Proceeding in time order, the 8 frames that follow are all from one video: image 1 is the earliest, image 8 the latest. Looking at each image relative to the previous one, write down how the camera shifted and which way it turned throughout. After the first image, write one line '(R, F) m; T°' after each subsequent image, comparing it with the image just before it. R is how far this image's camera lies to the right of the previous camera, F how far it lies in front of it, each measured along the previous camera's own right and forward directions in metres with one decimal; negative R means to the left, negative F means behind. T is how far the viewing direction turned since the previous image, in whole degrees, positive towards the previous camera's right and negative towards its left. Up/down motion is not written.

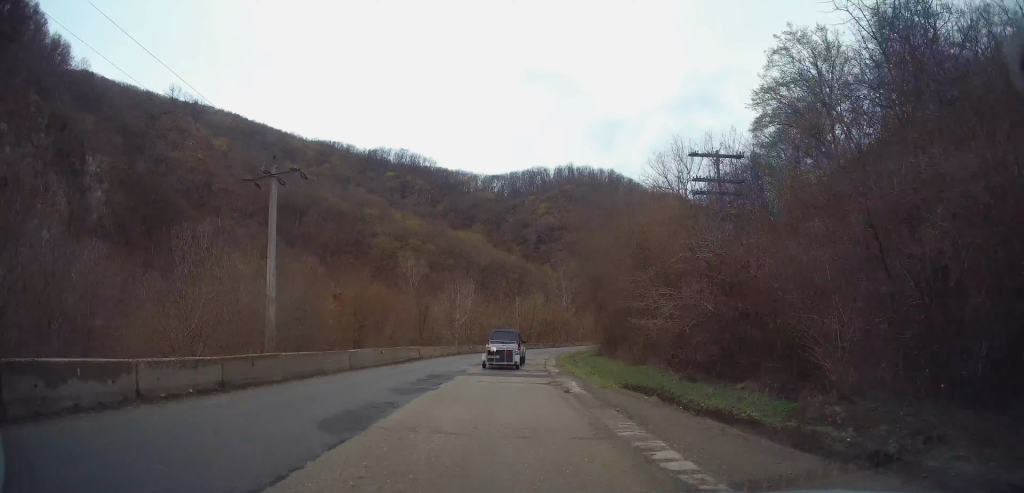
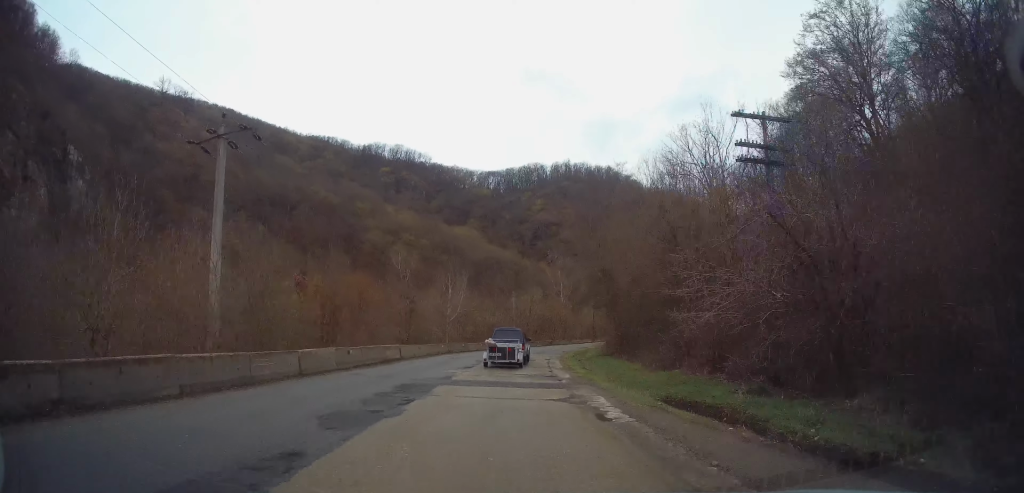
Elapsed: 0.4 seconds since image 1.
(+0.1, +4.6) m; +1°
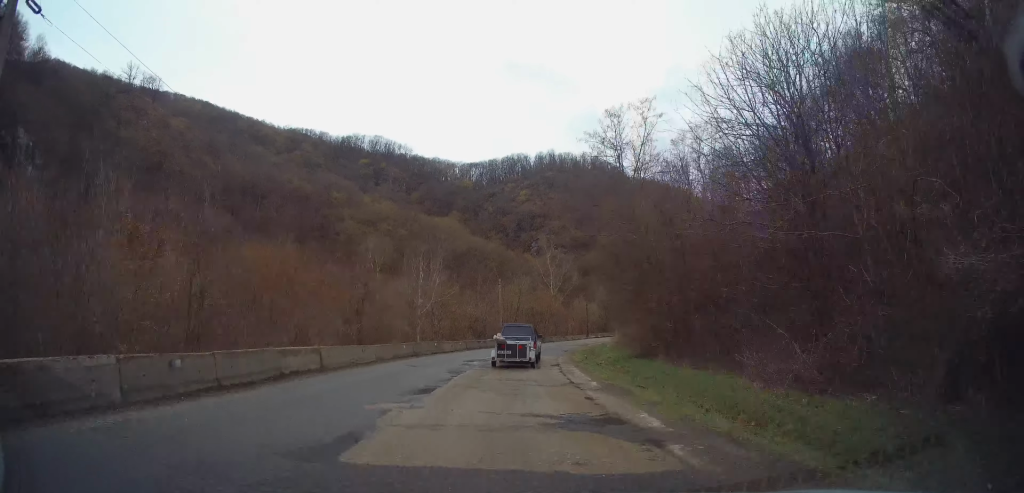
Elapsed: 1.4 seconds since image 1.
(0.0, +10.4) m; +1°
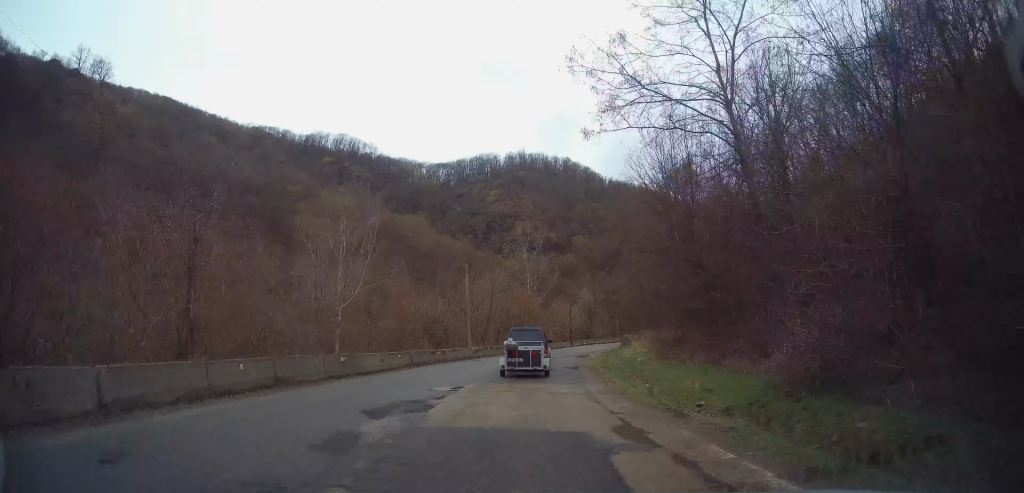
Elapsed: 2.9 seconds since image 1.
(+0.1, +15.6) m; +2°
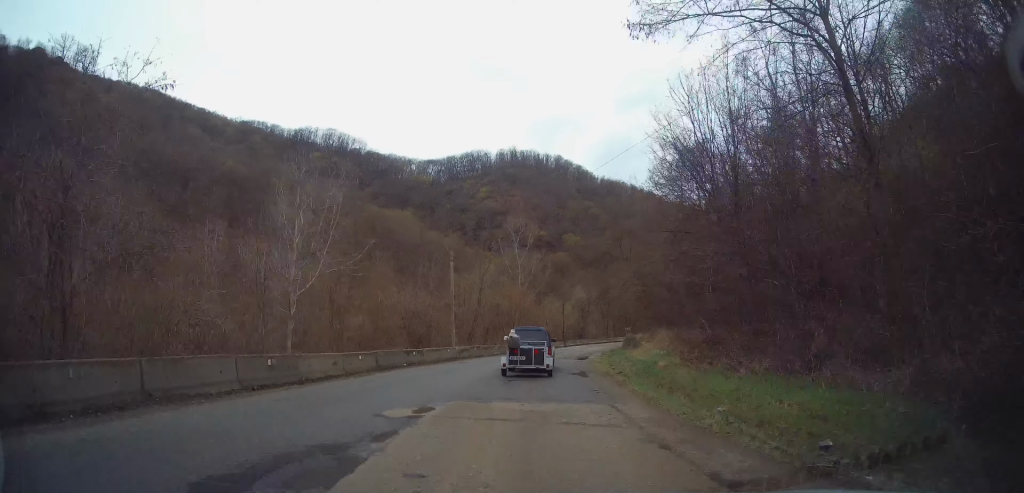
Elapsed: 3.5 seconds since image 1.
(0.0, +5.1) m; +2°
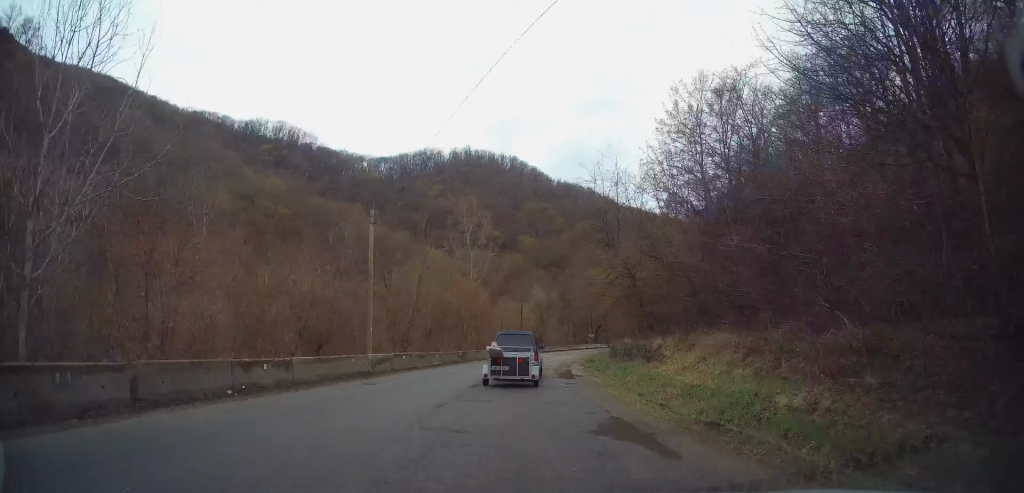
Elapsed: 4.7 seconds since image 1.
(+0.7, +11.8) m; +5°
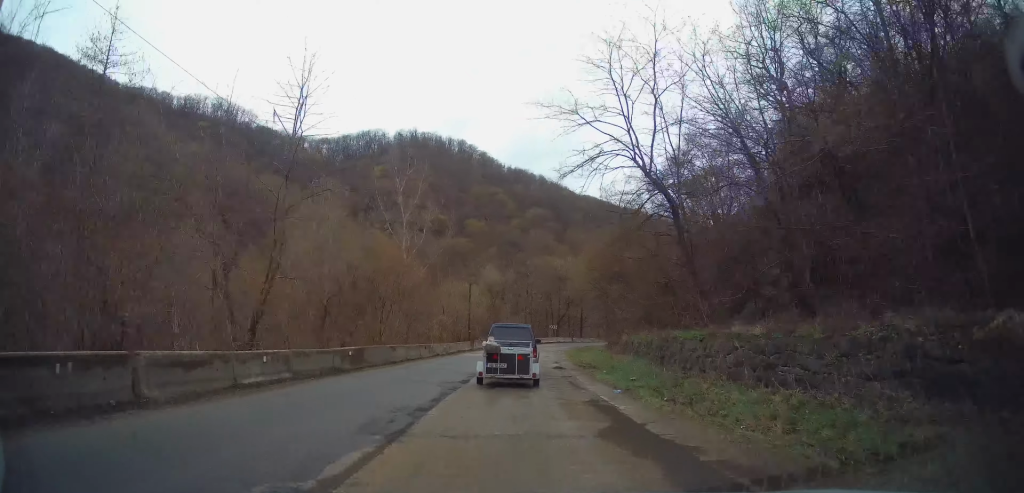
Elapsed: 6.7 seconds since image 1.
(+1.1, +17.6) m; +8°
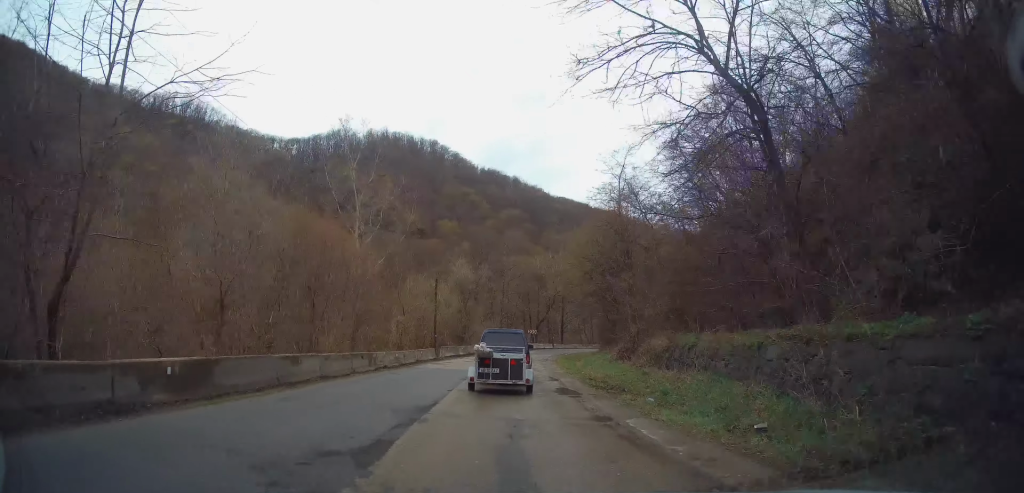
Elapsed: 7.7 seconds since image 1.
(+0.3, +9.2) m; +3°
